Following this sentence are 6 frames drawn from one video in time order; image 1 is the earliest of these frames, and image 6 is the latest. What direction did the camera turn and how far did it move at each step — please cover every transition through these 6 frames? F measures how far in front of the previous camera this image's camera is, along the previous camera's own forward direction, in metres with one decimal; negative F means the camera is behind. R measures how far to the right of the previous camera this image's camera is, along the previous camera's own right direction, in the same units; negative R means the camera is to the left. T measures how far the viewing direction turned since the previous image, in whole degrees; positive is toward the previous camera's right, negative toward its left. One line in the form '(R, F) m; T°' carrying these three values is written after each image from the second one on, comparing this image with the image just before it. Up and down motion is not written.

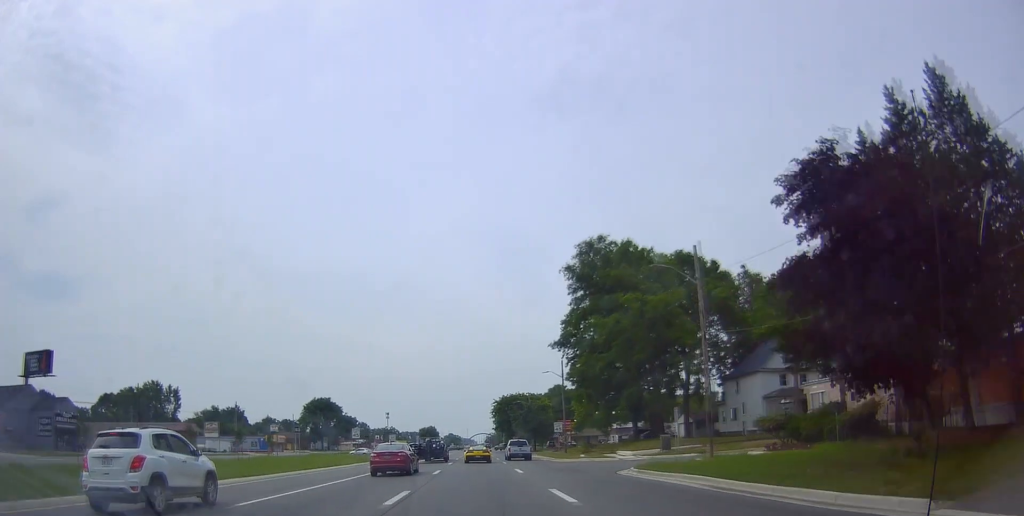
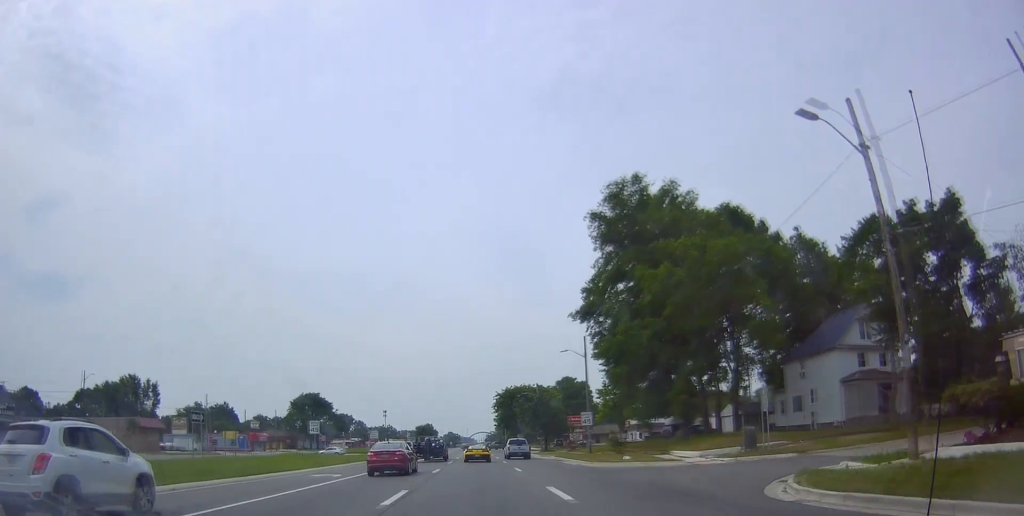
(+0.3, +14.6) m; 0°
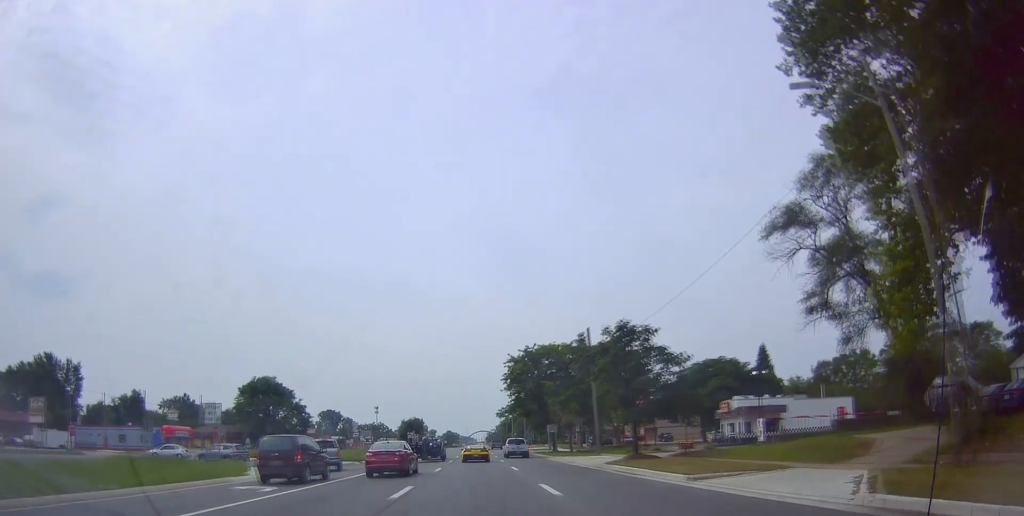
(-1.0, +43.0) m; 0°
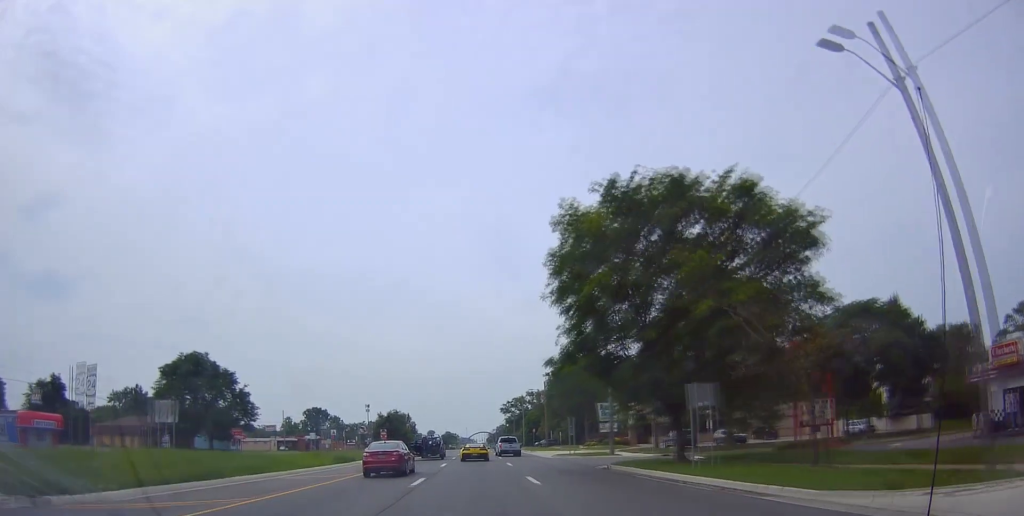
(+0.9, +40.6) m; +1°
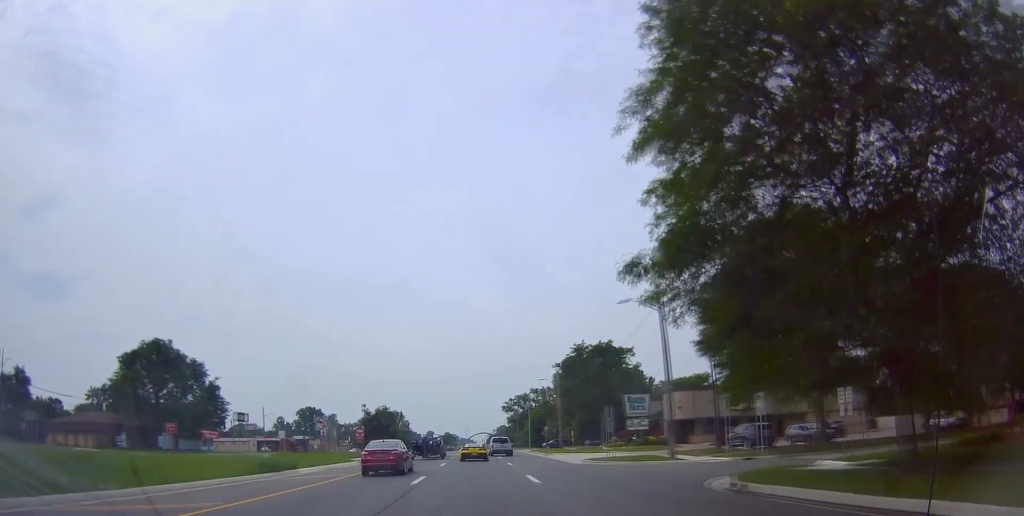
(0.0, +14.8) m; -1°
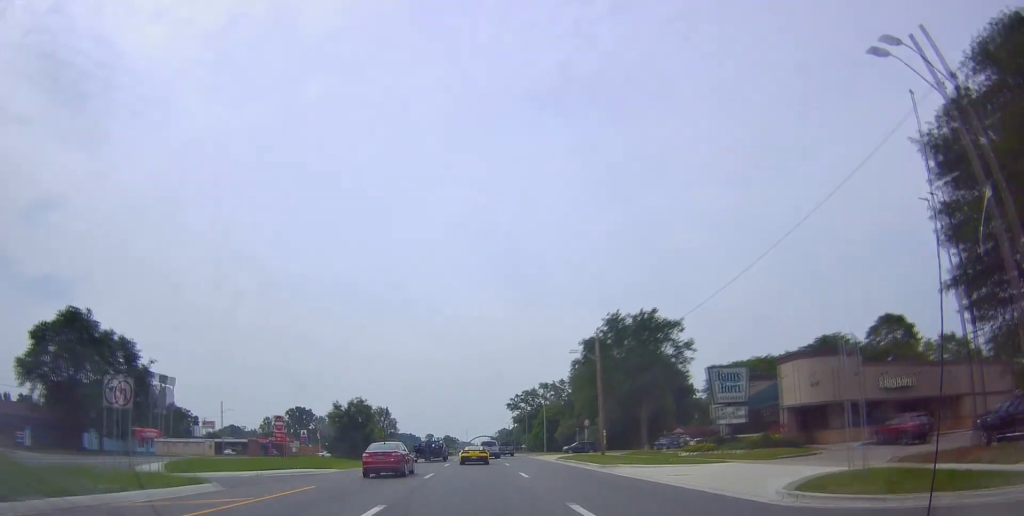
(-0.5, +24.5) m; -1°
